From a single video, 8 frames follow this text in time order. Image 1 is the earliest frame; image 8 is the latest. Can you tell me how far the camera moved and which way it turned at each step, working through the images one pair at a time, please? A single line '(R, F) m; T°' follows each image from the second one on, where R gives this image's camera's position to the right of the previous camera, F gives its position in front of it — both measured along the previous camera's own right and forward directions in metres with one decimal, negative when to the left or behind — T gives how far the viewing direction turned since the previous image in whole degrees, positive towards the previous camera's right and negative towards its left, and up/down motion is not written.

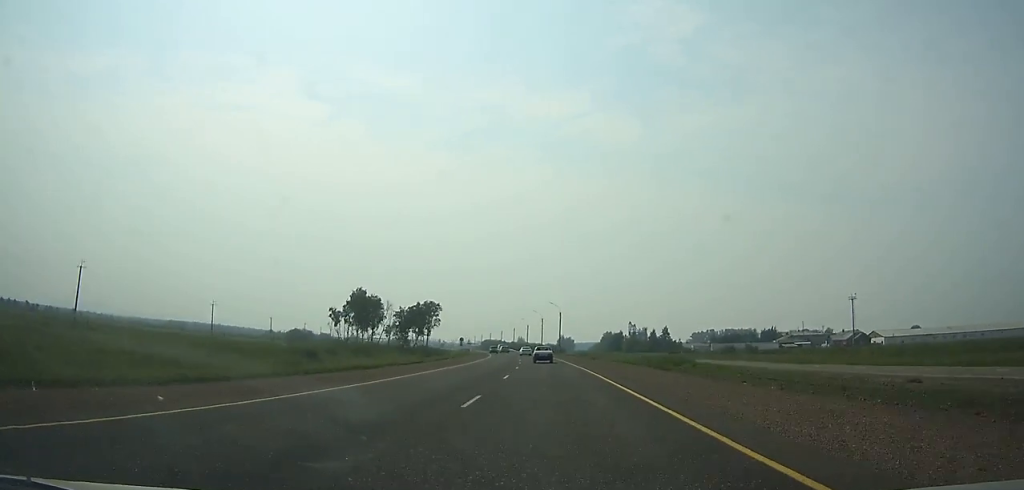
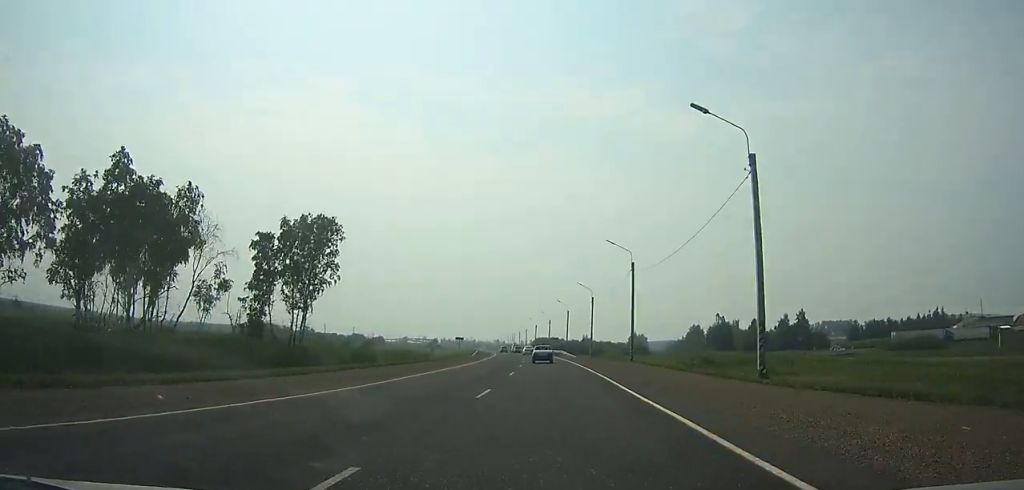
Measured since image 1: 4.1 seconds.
(-3.9, +95.1) m; -6°
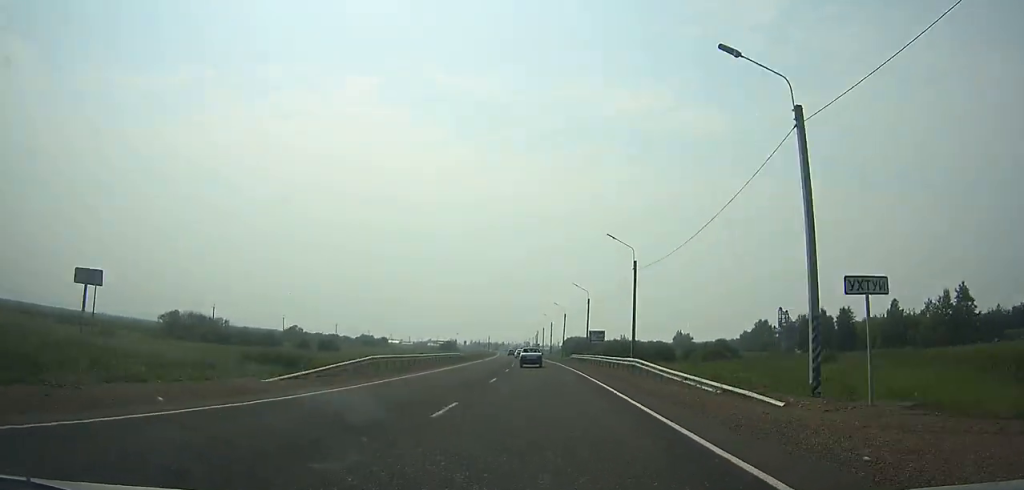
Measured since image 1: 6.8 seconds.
(-2.6, +63.1) m; -4°
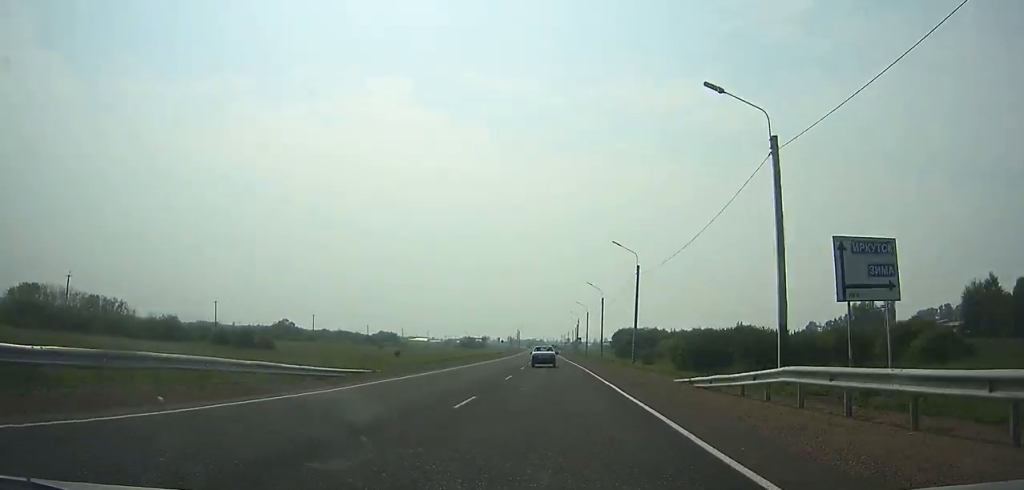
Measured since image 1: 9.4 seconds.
(-2.1, +58.2) m; -3°
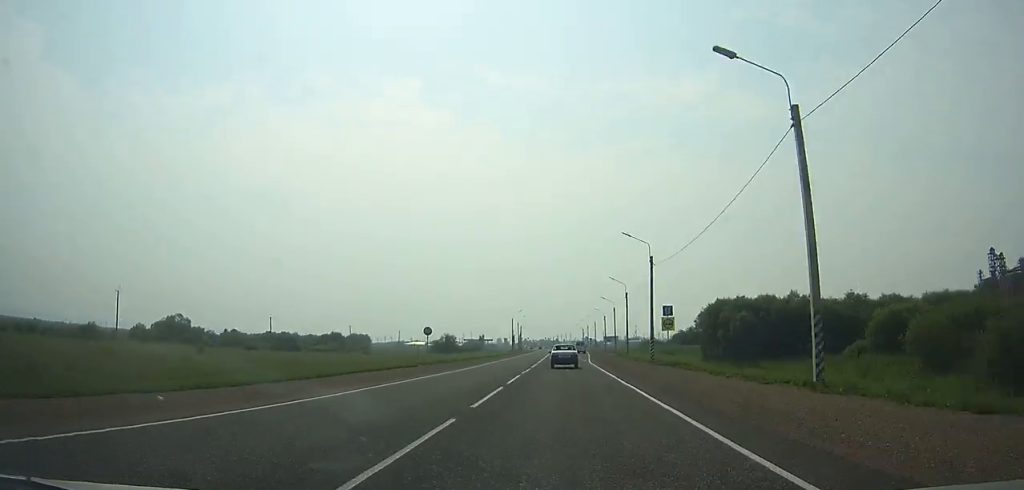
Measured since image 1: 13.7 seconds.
(-2.2, +90.0) m; -2°
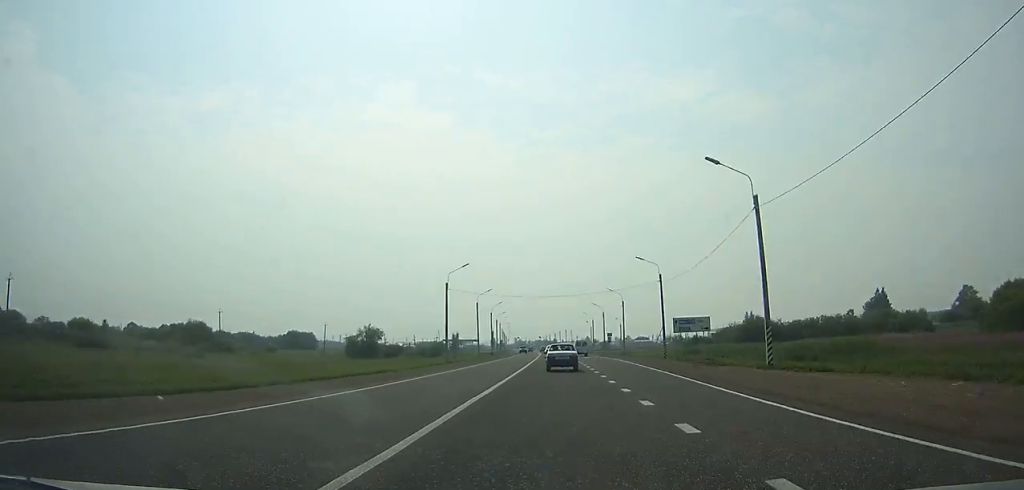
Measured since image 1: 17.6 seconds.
(-0.2, +76.9) m; 0°
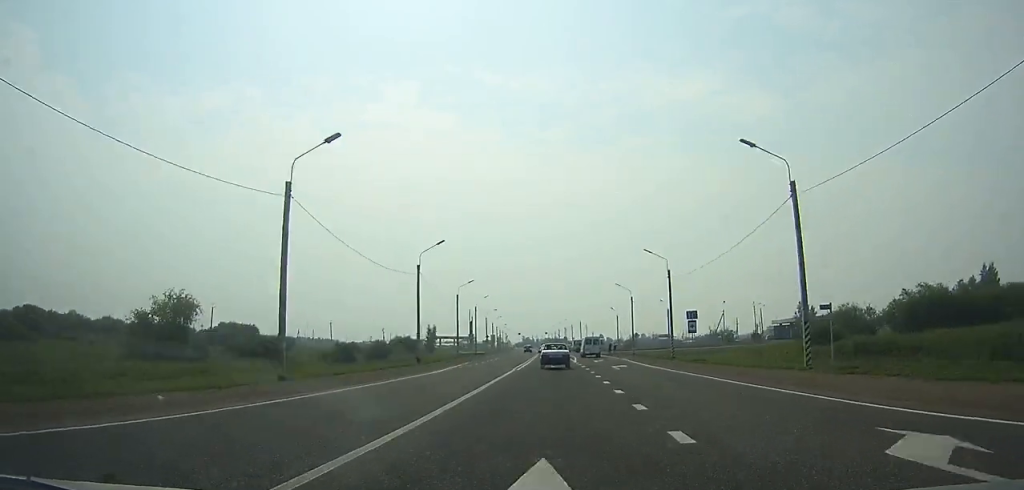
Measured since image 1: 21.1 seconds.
(-0.4, +67.7) m; -1°
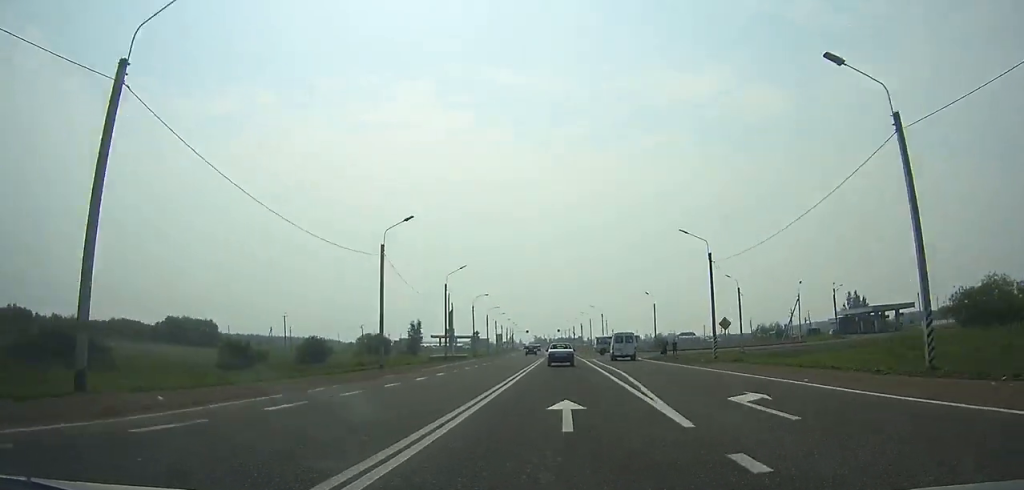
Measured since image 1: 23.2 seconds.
(-0.3, +39.4) m; -1°
